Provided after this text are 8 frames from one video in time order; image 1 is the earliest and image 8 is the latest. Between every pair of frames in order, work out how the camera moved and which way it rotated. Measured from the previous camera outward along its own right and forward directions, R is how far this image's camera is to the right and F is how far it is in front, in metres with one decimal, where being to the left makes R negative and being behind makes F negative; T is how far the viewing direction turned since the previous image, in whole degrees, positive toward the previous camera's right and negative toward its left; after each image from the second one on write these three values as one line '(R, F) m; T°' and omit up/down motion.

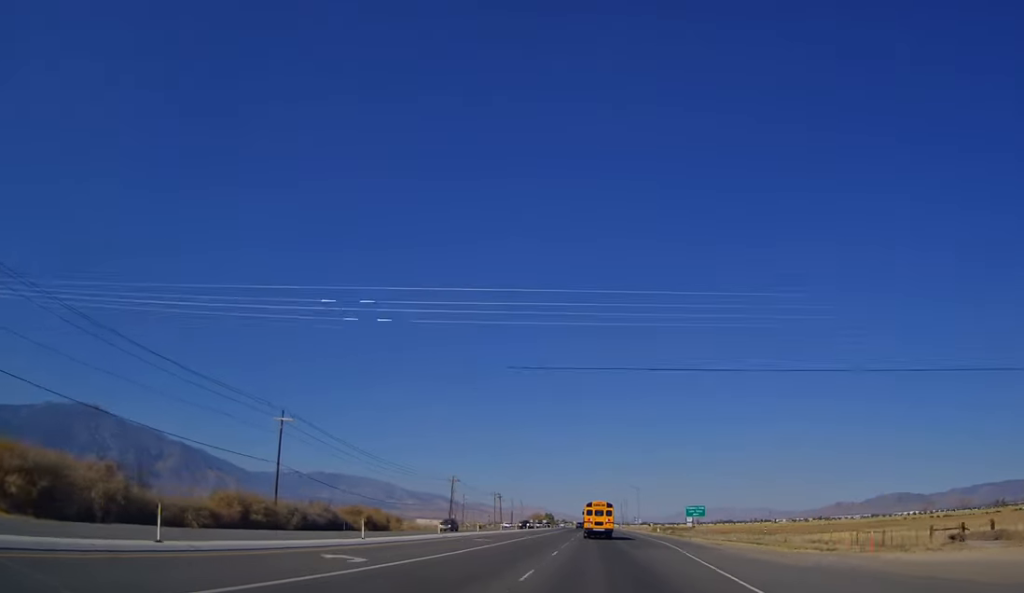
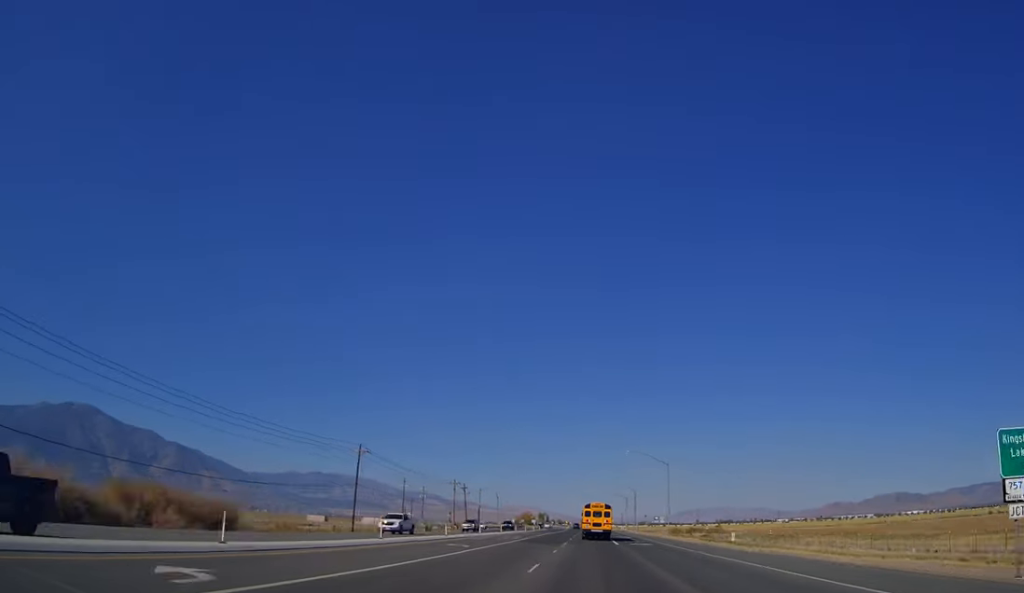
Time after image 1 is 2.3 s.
(0.0, +57.9) m; 0°
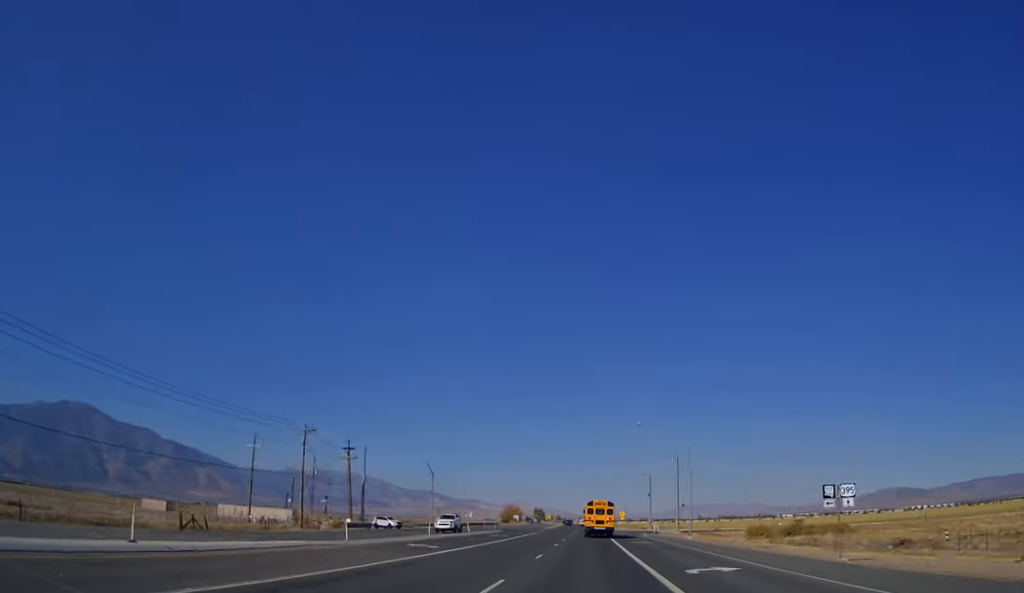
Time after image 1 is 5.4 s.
(0.0, +80.0) m; 0°
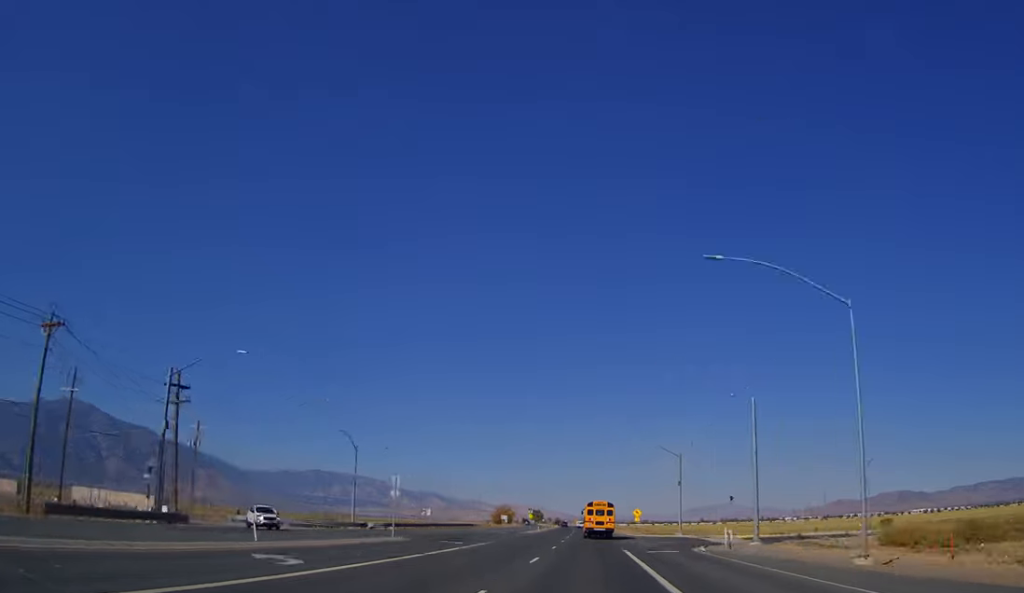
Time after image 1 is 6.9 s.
(+0.1, +39.2) m; 0°
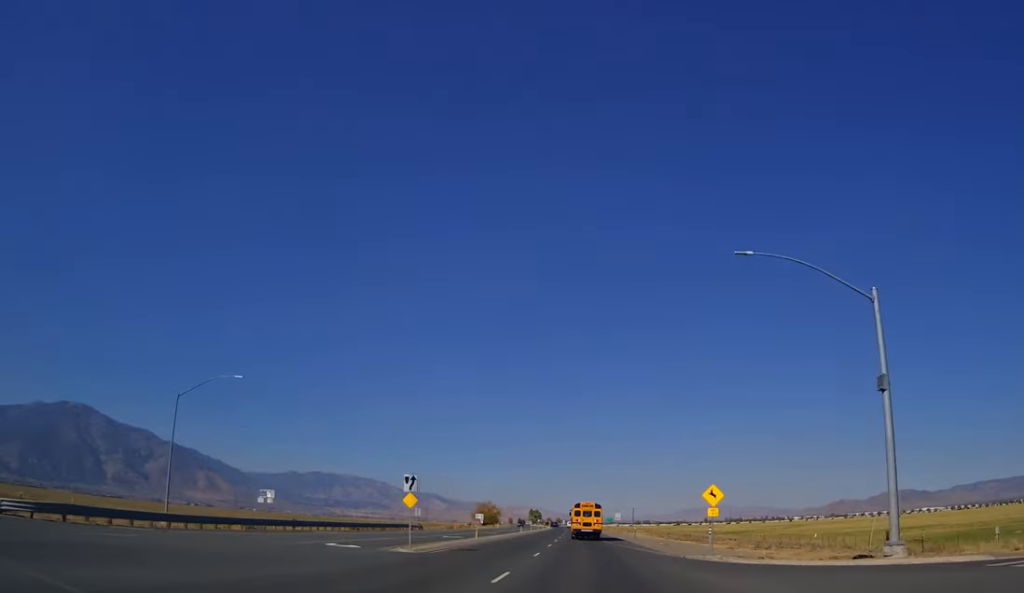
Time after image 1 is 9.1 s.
(+0.1, +56.1) m; 0°
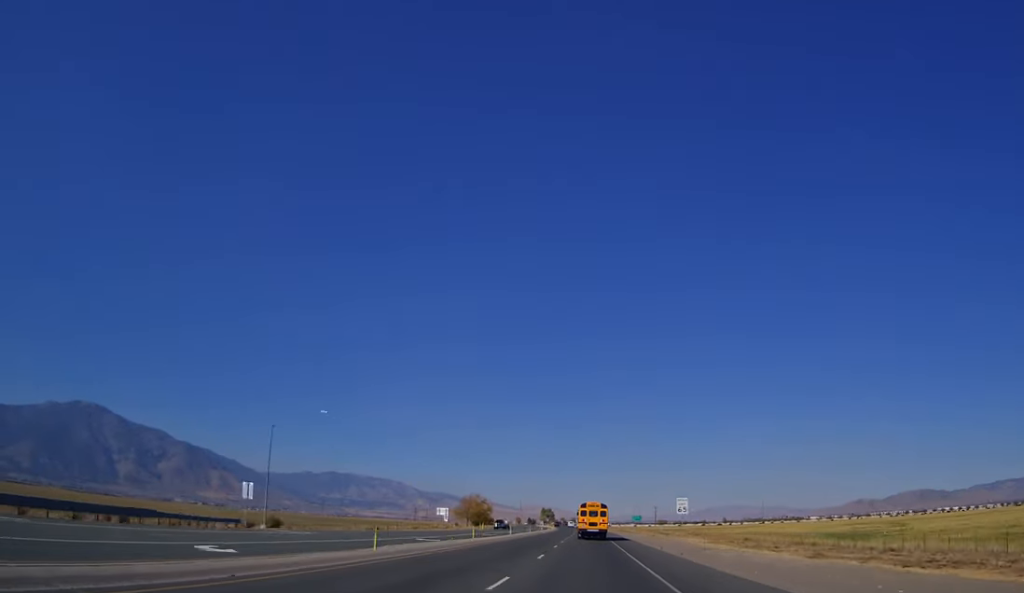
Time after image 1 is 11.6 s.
(-0.3, +62.7) m; -1°
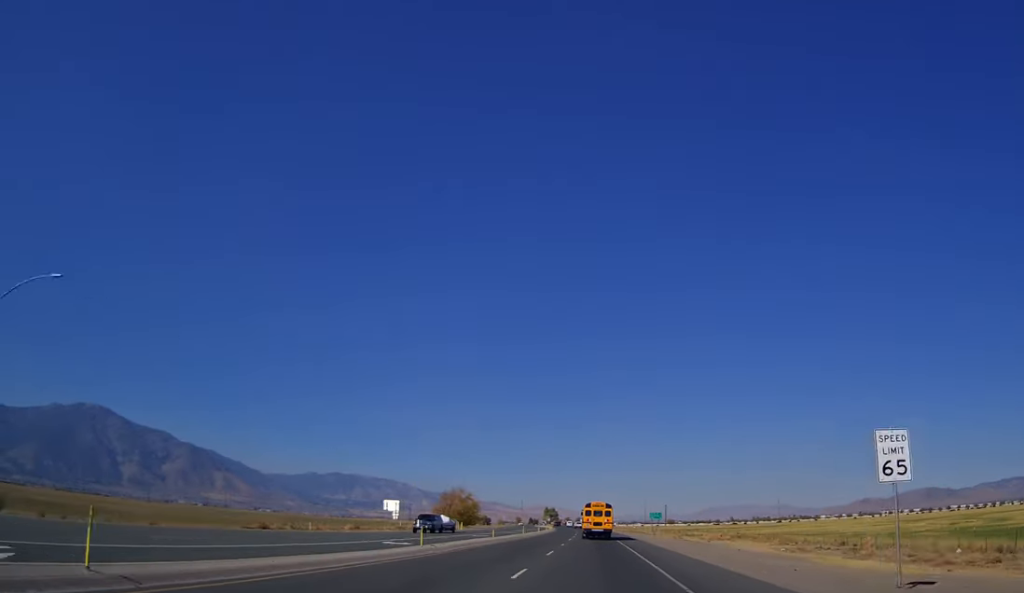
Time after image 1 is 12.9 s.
(-0.1, +33.9) m; -1°
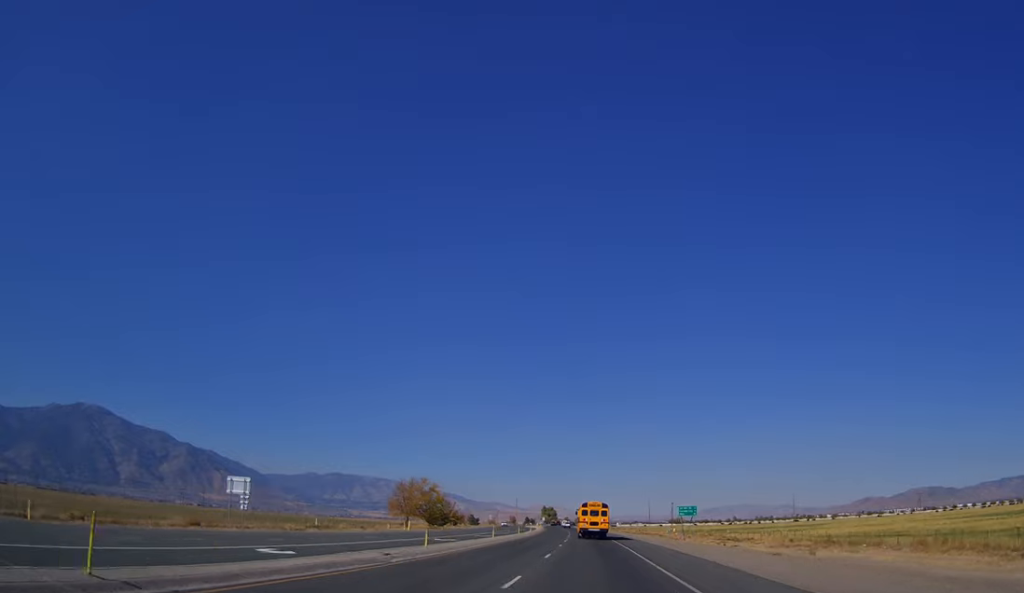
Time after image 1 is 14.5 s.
(-0.2, +39.1) m; -1°
